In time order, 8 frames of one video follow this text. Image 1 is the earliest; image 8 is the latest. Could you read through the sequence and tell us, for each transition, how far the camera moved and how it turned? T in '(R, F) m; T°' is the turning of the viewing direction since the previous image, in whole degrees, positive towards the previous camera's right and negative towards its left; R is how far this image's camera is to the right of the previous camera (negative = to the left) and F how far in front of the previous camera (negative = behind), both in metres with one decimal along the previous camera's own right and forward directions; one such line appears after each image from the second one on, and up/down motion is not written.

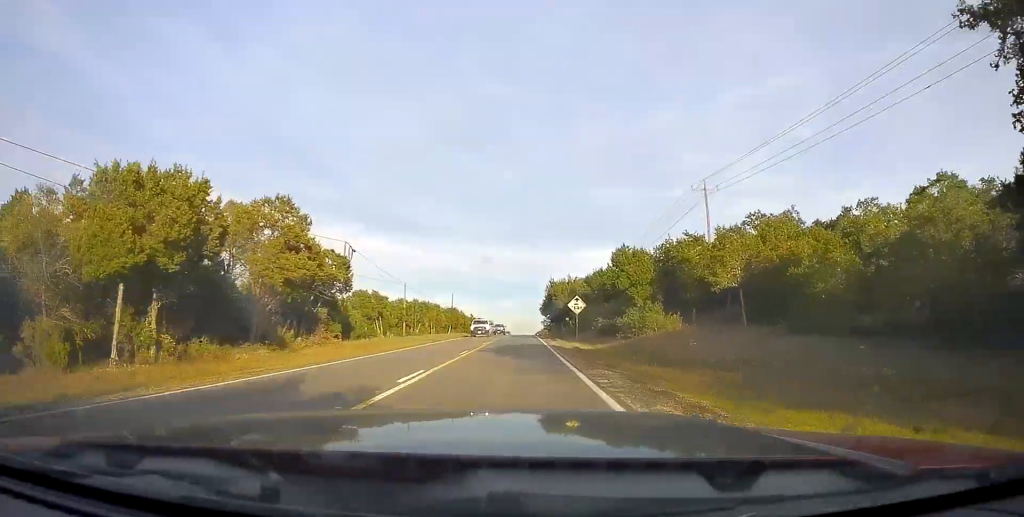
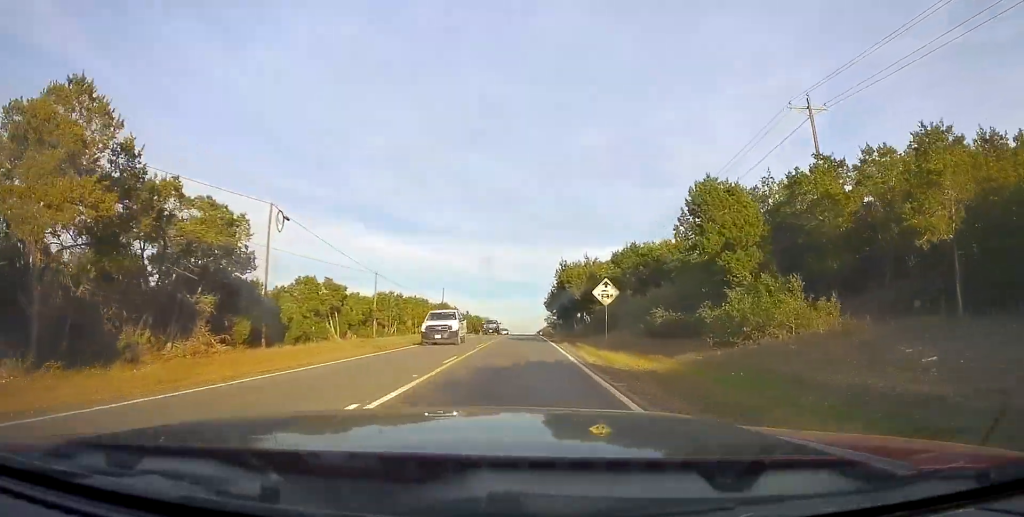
(-0.1, +18.1) m; 0°
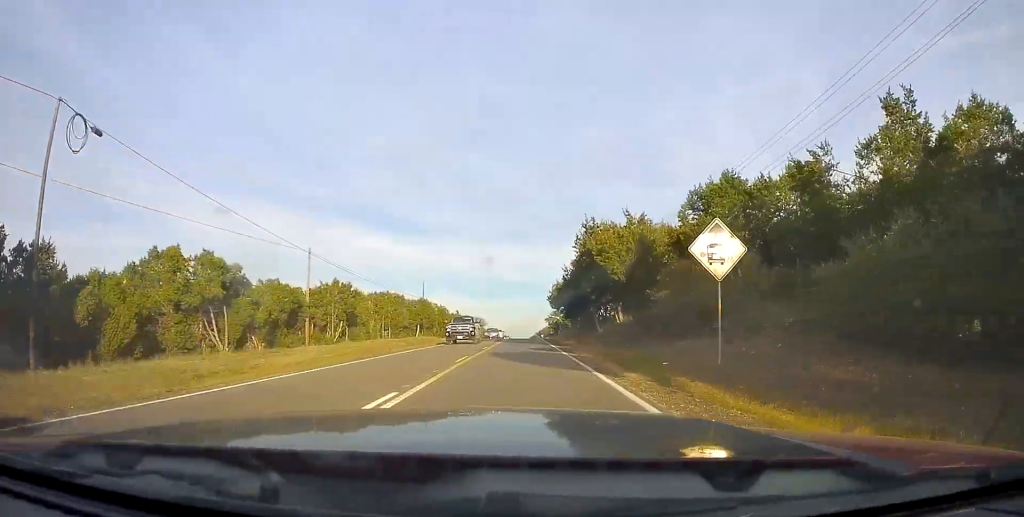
(+0.1, +21.6) m; +1°
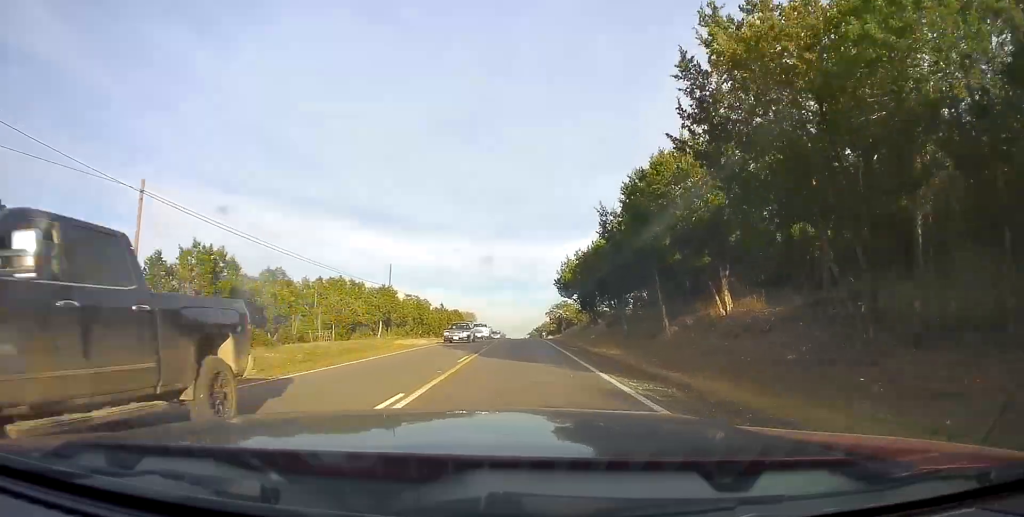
(+0.3, +22.9) m; 0°
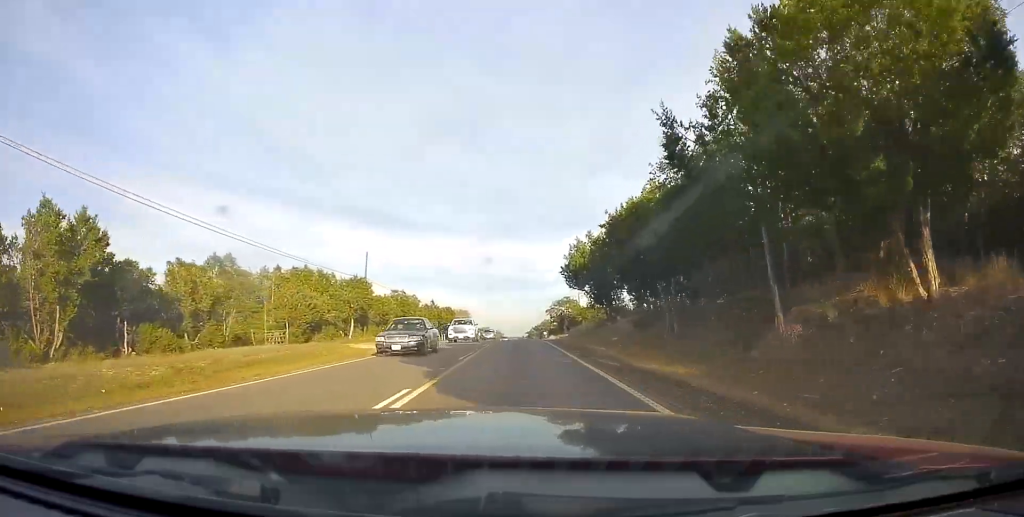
(-0.2, +11.2) m; 0°
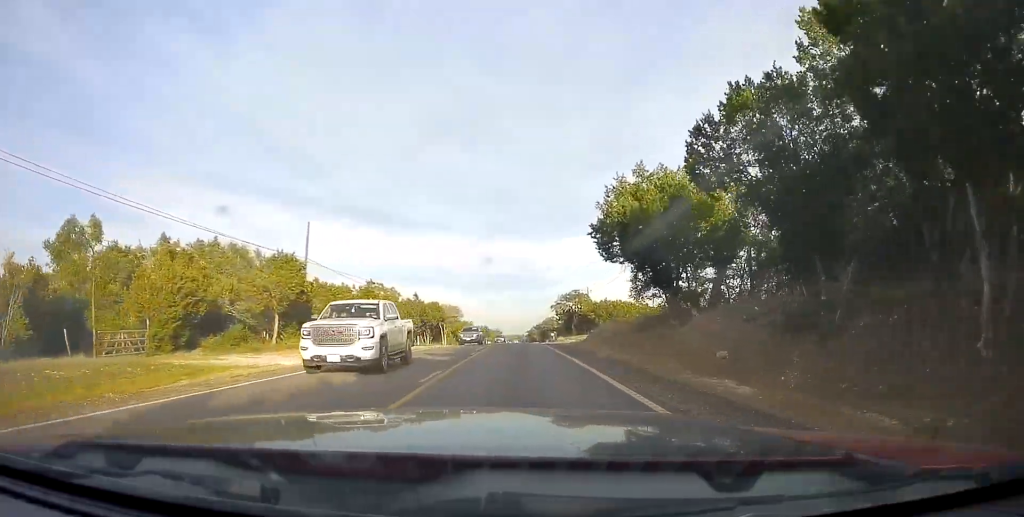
(-0.1, +18.7) m; 0°
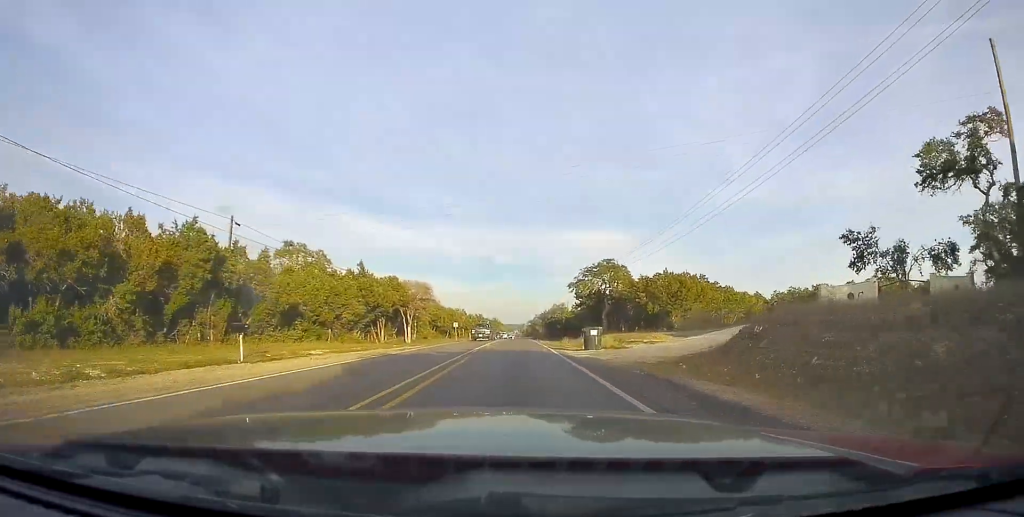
(+0.6, +35.0) m; 0°
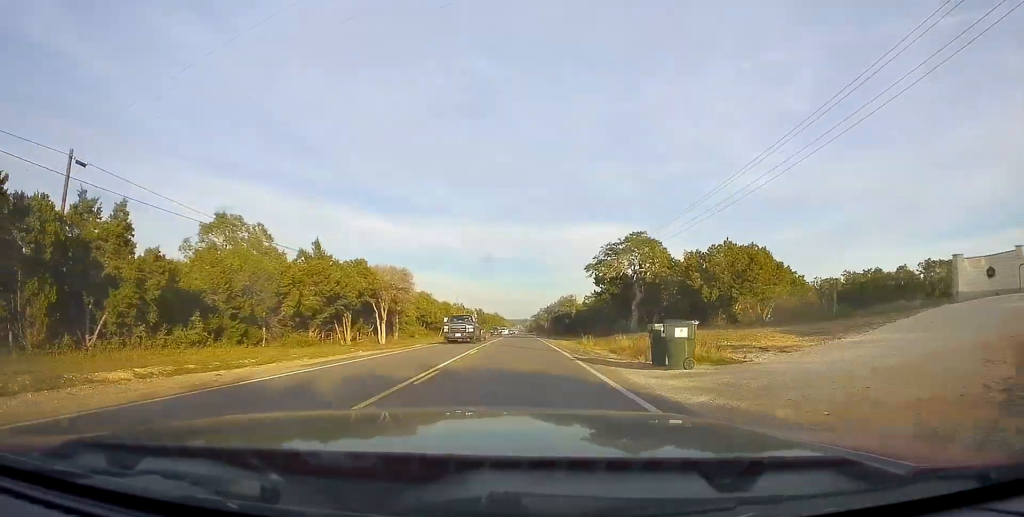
(0.0, +15.1) m; 0°
